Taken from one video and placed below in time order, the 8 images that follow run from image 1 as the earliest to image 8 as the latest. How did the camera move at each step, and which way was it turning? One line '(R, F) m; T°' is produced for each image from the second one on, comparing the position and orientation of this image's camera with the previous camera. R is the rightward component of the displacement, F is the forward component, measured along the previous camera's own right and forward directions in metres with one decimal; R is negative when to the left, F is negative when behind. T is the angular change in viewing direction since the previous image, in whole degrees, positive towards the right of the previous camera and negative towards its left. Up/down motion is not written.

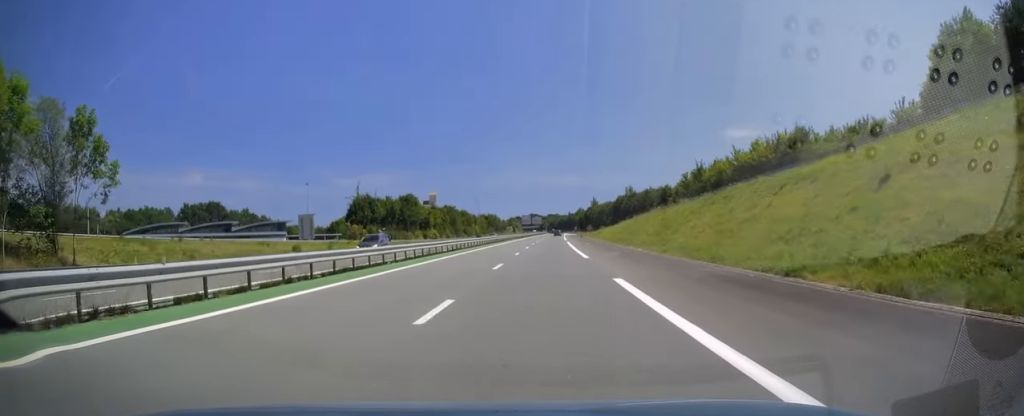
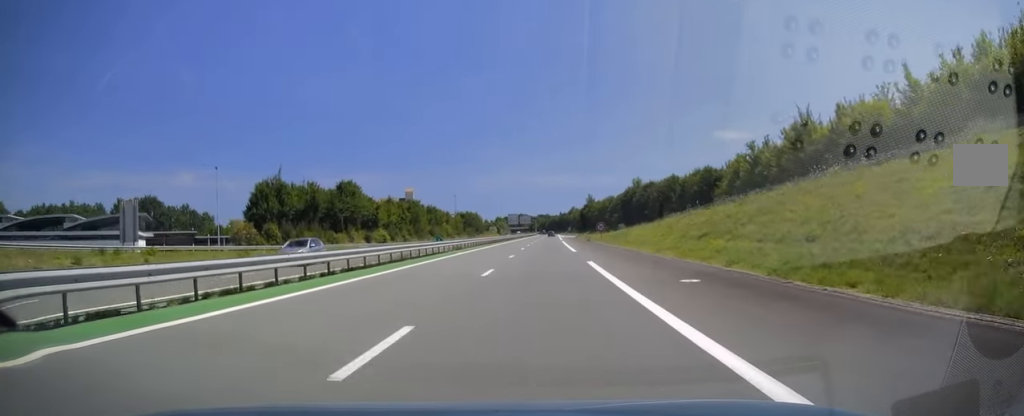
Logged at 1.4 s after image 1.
(+0.2, +42.4) m; +1°
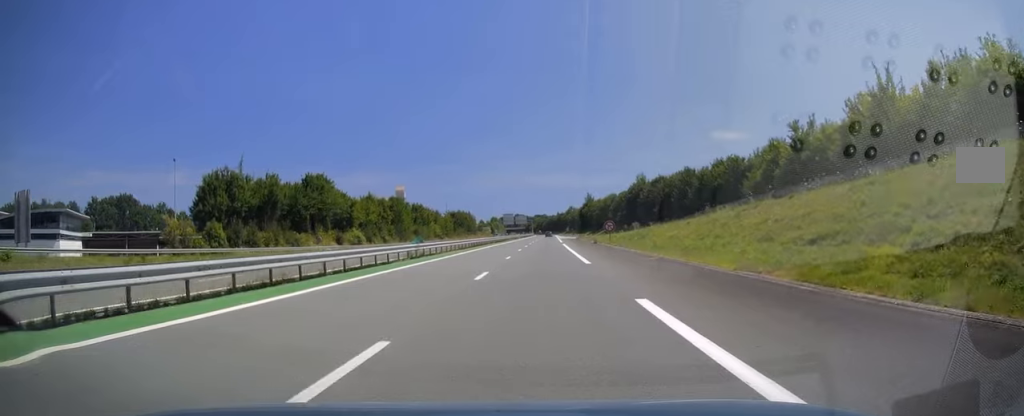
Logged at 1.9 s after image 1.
(-0.1, +14.3) m; 0°
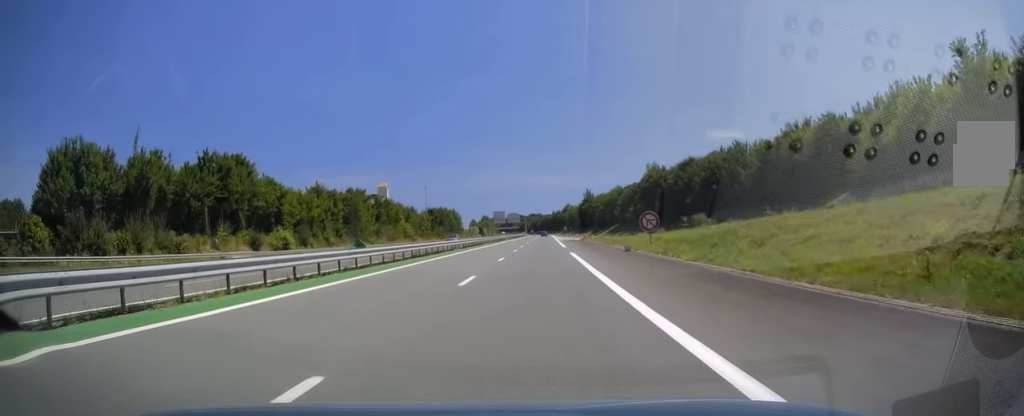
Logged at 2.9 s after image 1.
(+0.3, +27.9) m; +1°
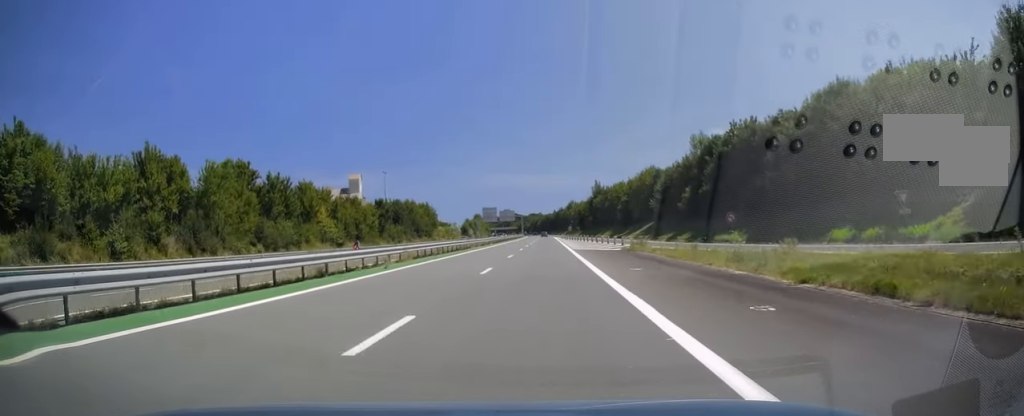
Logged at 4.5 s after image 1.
(-0.1, +47.5) m; 0°
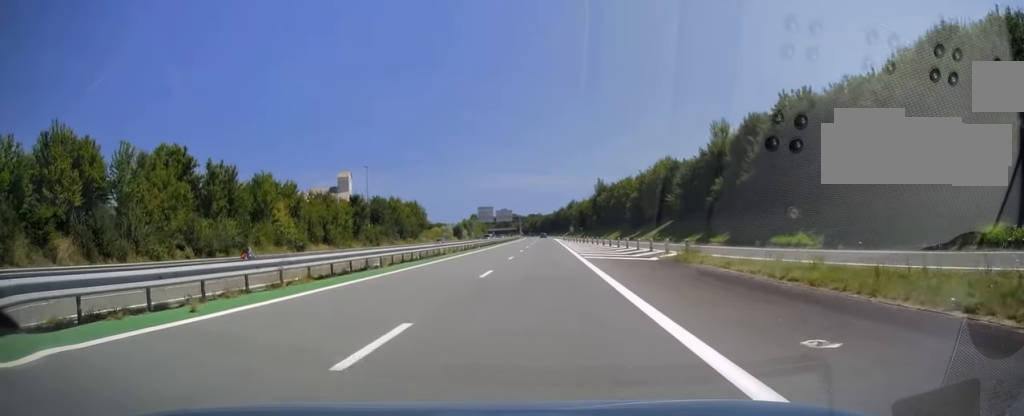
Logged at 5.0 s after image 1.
(-0.2, +13.8) m; 0°
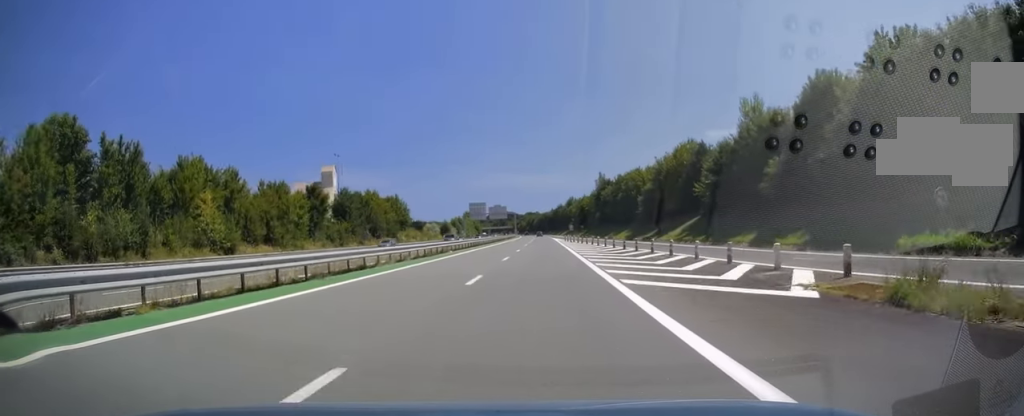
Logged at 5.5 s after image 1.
(0.0, +16.2) m; 0°
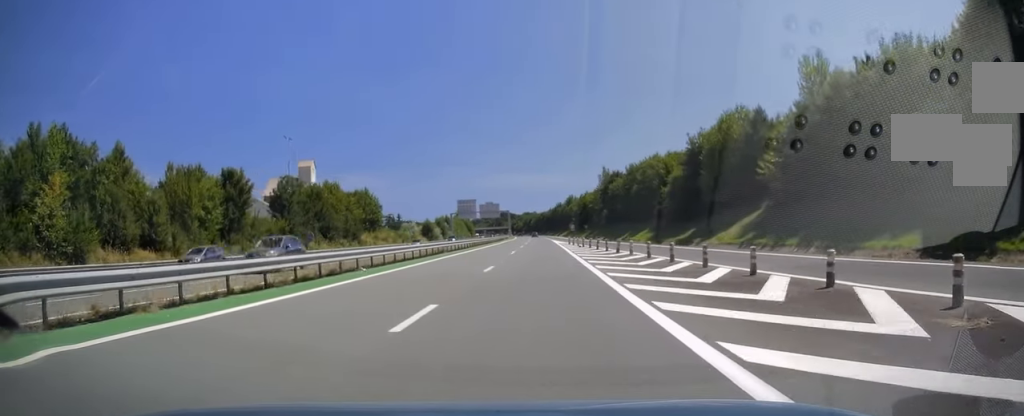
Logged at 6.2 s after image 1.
(+0.1, +20.7) m; 0°
